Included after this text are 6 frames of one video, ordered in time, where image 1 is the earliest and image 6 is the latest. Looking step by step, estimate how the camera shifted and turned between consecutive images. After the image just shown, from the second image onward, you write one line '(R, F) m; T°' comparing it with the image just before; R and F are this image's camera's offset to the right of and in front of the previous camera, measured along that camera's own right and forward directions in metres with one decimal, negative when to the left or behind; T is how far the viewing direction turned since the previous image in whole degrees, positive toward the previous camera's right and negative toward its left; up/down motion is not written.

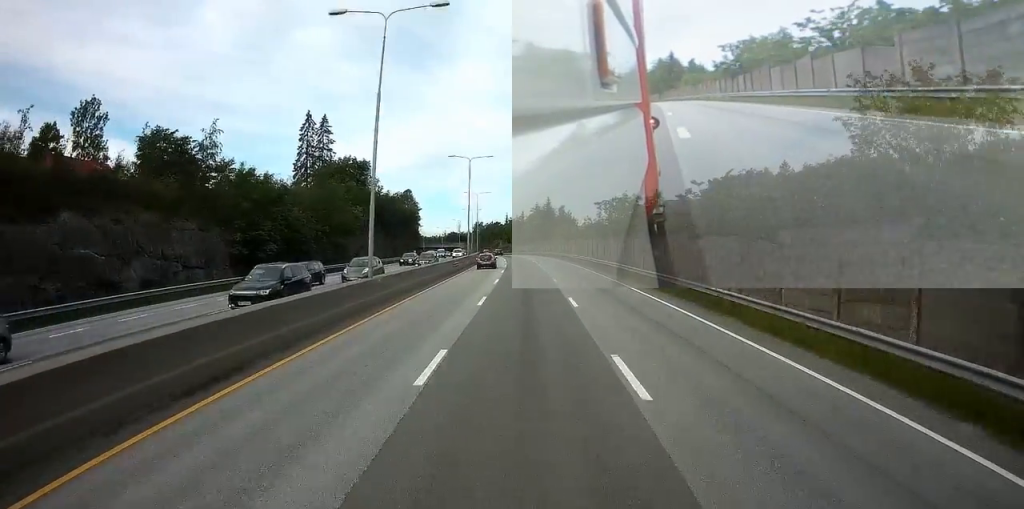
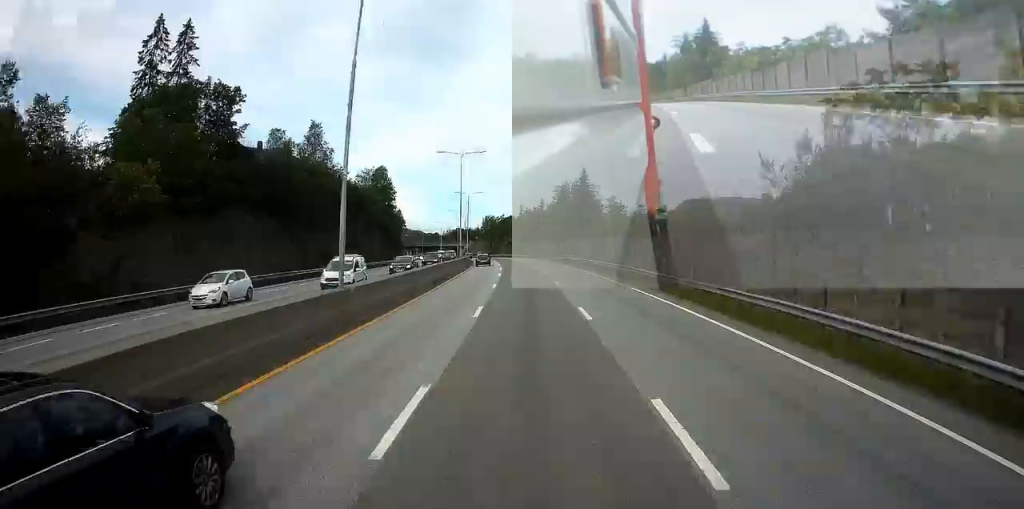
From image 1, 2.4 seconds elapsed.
(-0.8, +49.8) m; -3°
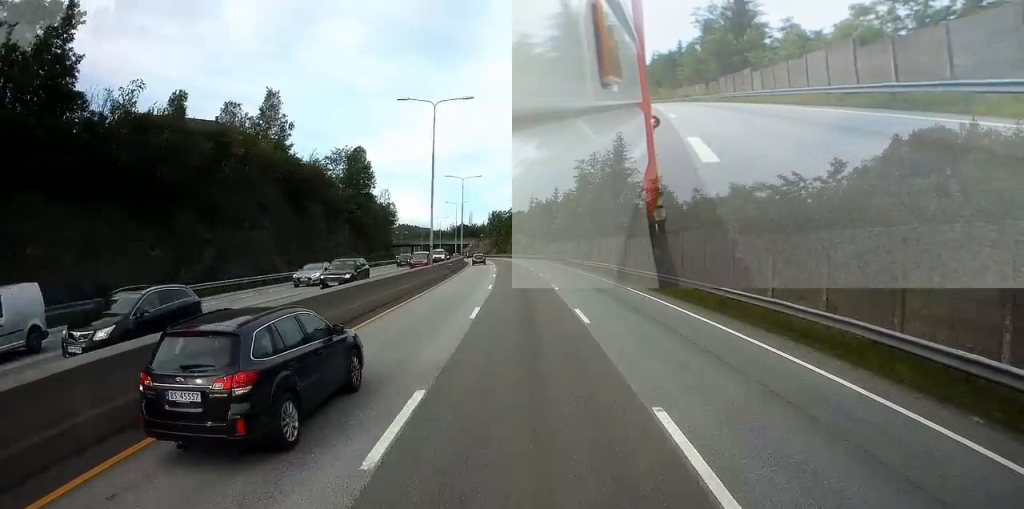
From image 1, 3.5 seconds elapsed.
(-0.4, +23.8) m; -2°
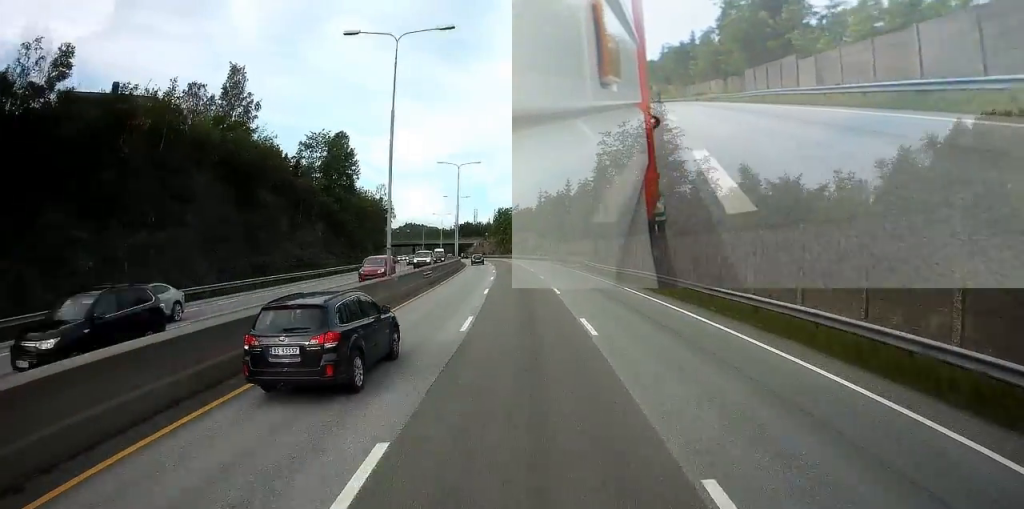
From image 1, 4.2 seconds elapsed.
(-0.1, +14.0) m; -1°
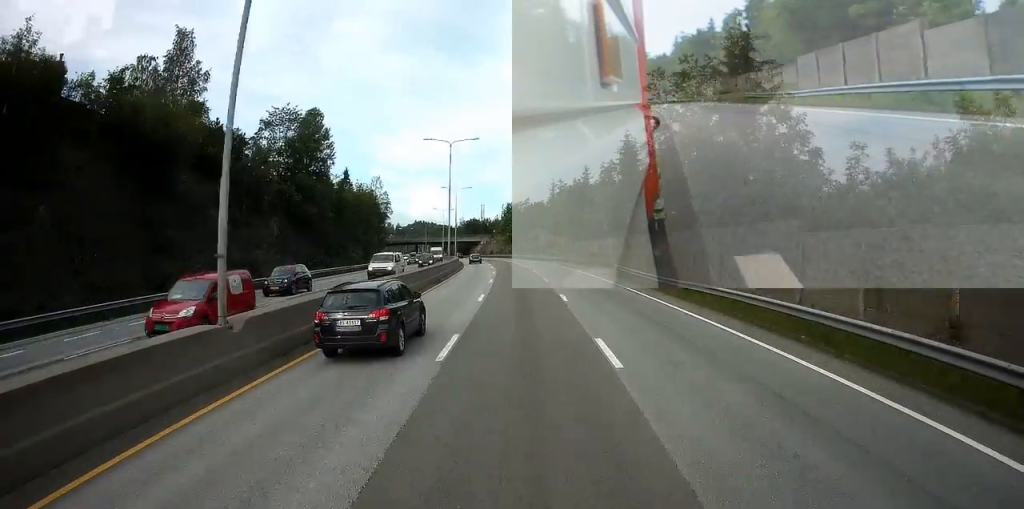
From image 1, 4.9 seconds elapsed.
(0.0, +15.4) m; -1°
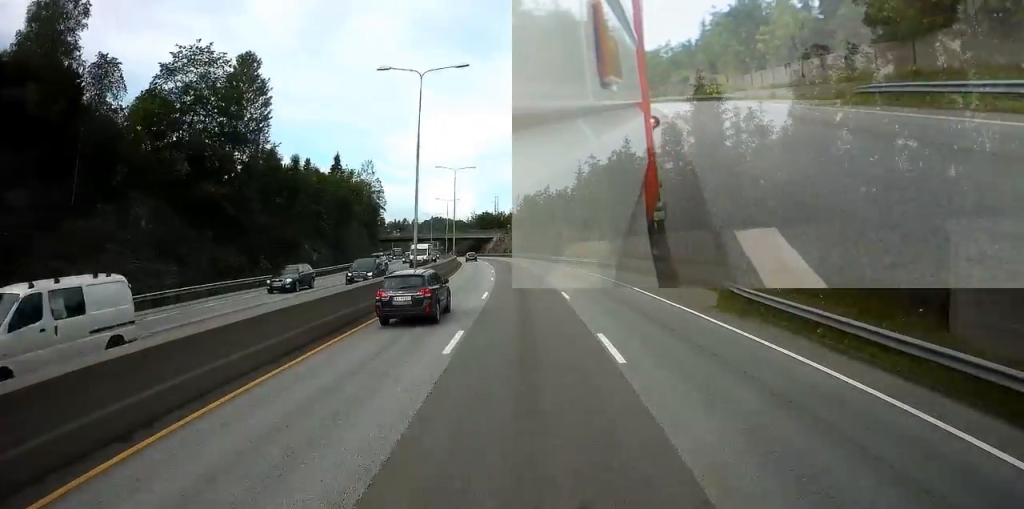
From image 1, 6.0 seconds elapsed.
(-0.3, +23.1) m; -2°
